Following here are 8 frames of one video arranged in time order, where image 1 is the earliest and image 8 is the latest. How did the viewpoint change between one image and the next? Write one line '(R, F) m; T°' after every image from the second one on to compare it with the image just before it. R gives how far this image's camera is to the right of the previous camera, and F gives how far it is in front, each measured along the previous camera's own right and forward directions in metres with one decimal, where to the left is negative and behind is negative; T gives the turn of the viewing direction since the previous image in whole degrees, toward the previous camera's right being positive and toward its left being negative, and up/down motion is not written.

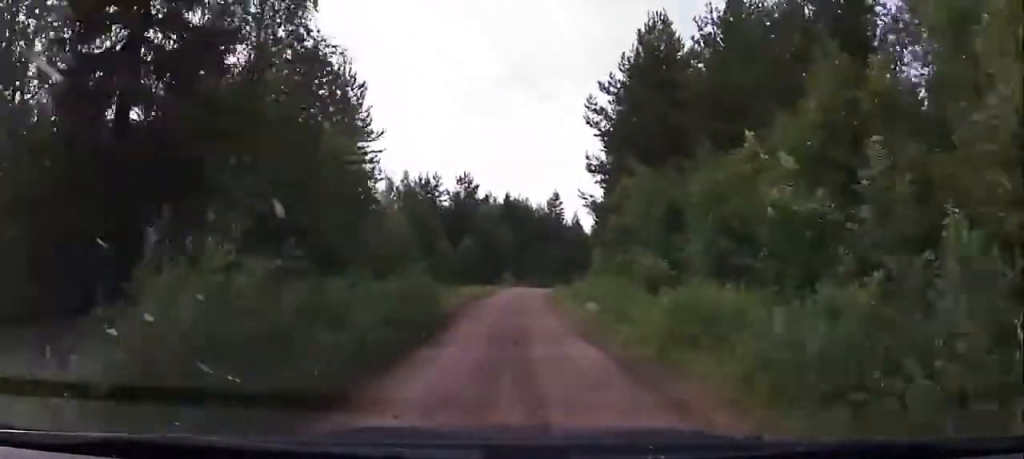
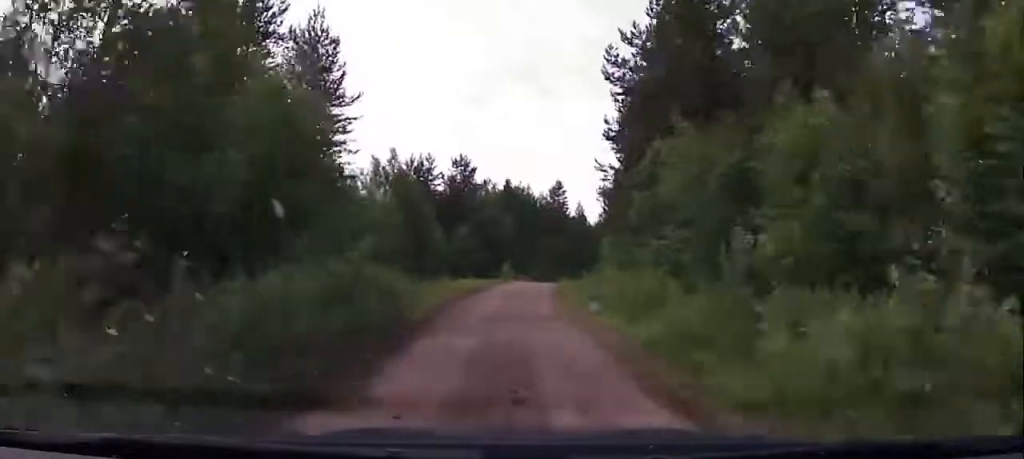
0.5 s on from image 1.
(0.0, +5.7) m; 0°
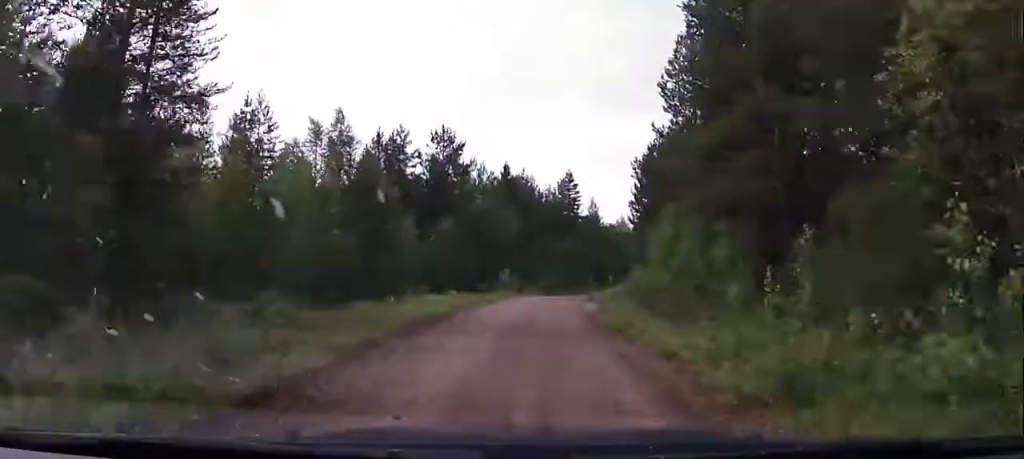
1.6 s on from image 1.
(+0.1, +15.5) m; +2°
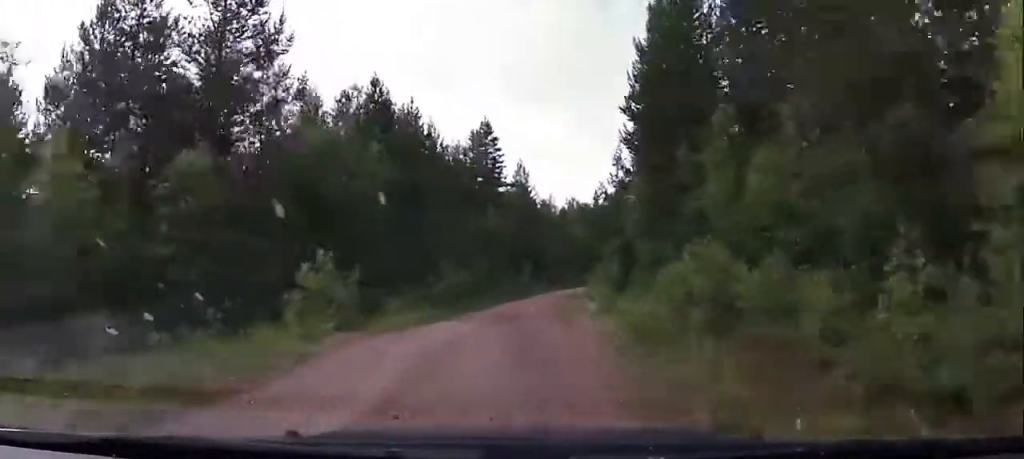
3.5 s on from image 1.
(-1.1, +25.8) m; 0°
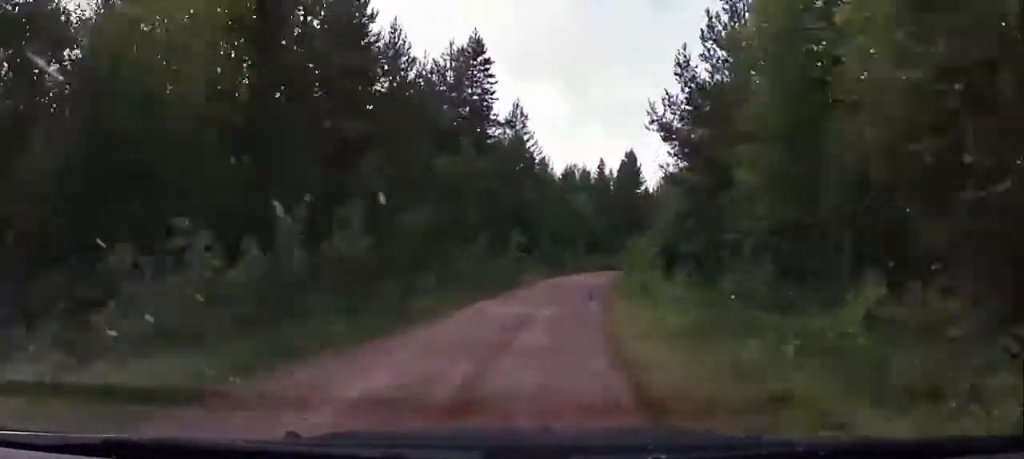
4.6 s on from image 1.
(+1.8, +16.4) m; +7°
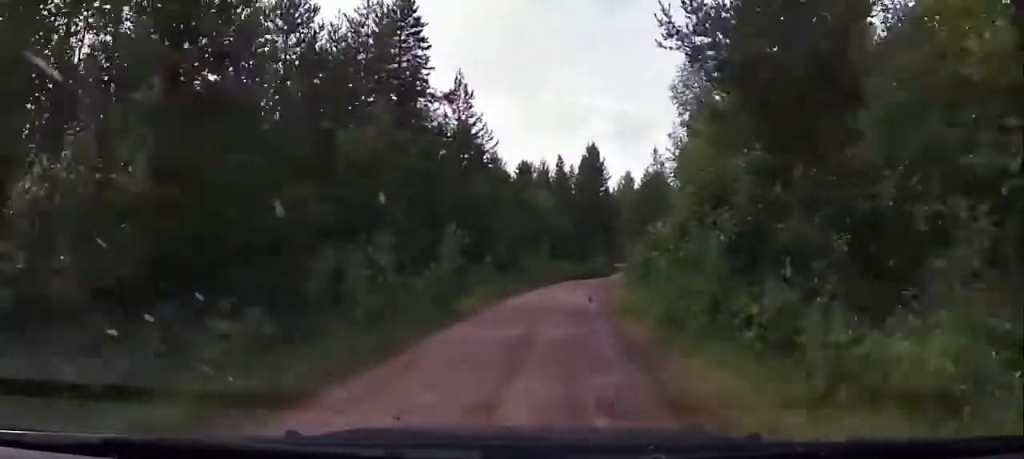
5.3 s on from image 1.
(0.0, +10.2) m; +2°
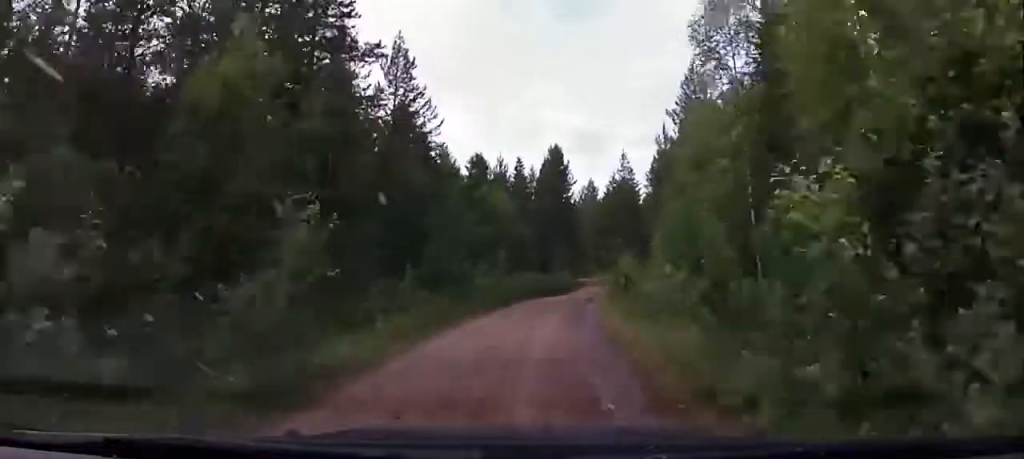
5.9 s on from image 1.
(+0.2, +8.9) m; +1°
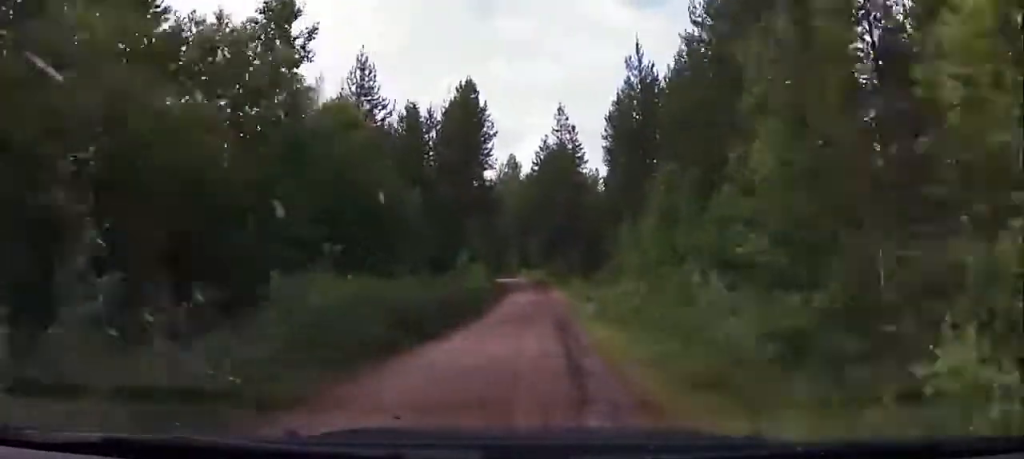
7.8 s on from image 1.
(+0.7, +25.5) m; +7°
